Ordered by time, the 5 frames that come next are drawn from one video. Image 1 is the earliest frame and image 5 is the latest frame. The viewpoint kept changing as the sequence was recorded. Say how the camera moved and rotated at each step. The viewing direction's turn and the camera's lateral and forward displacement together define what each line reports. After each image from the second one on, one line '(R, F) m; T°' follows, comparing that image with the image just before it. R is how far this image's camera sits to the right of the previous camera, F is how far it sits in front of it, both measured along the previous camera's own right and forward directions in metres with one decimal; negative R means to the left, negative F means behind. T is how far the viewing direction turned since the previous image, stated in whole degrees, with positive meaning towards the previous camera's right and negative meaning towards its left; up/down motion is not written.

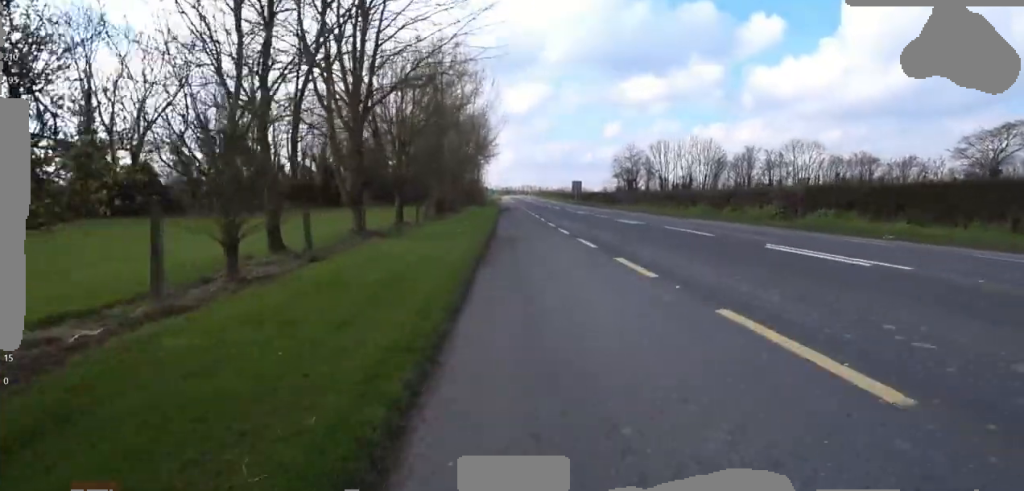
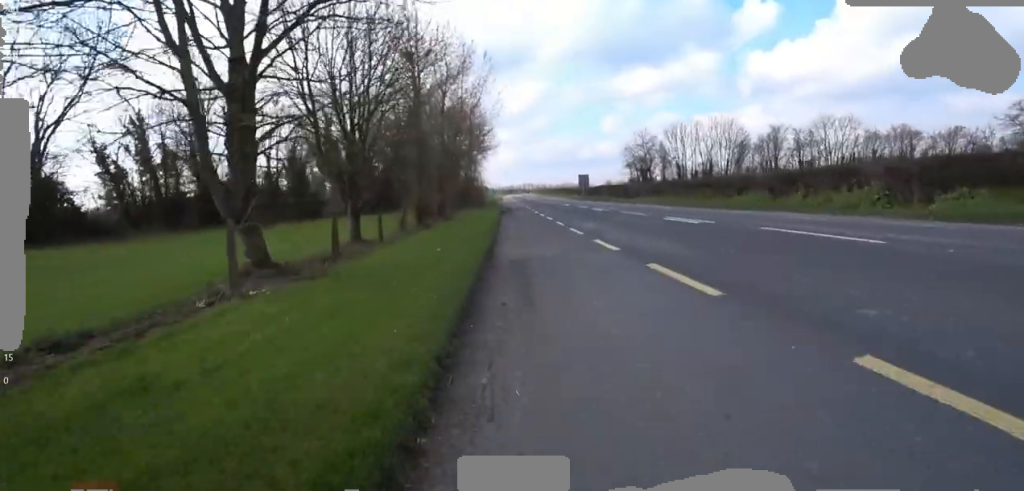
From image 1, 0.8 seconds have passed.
(0.0, +5.6) m; 0°
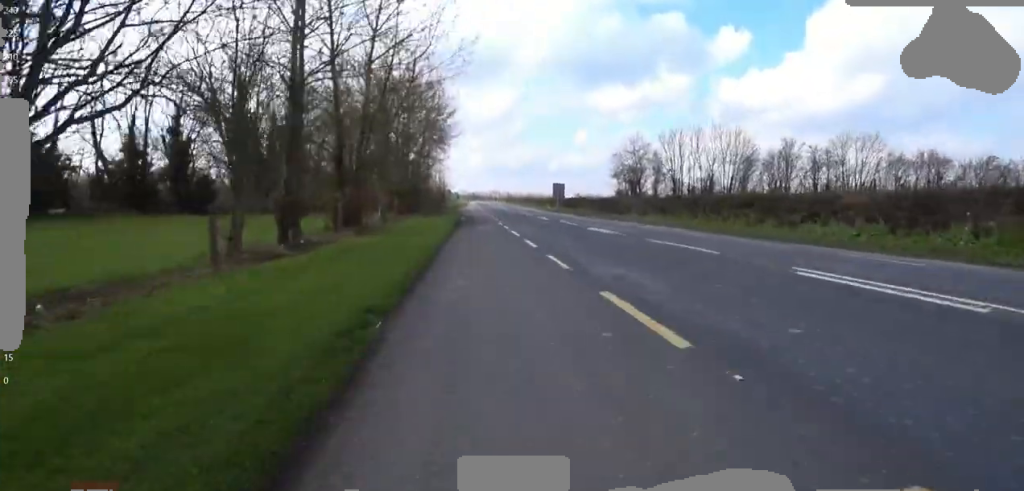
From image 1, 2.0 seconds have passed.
(0.0, +8.8) m; +1°
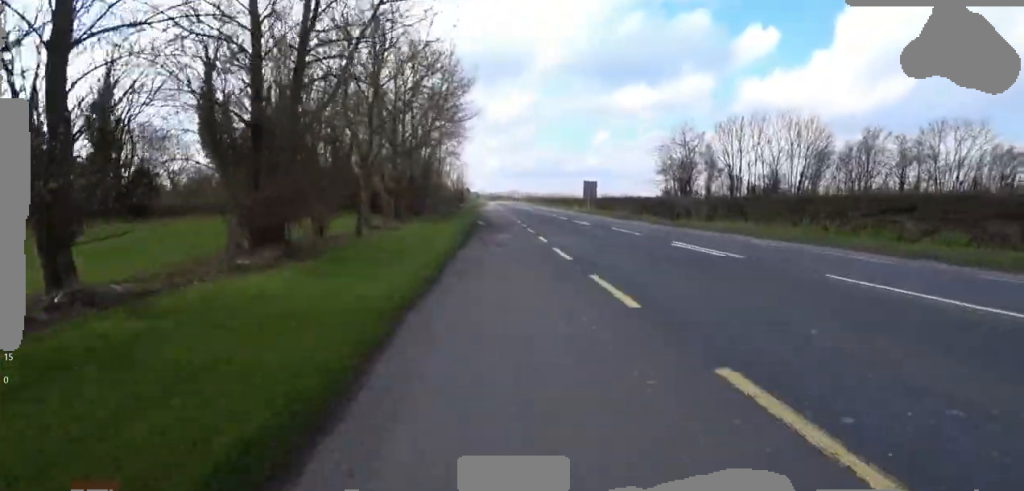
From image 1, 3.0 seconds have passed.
(+0.1, +6.5) m; +3°
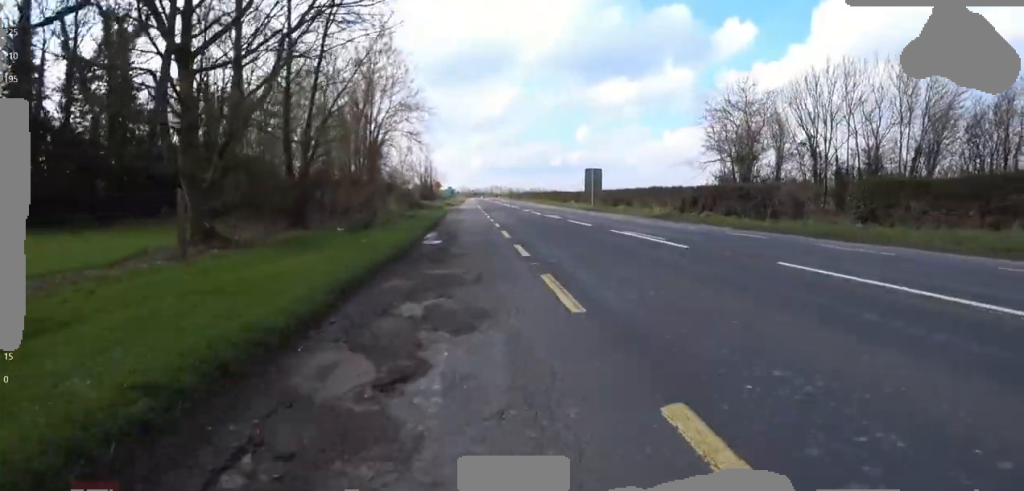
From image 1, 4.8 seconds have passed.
(+0.6, +12.5) m; +2°
